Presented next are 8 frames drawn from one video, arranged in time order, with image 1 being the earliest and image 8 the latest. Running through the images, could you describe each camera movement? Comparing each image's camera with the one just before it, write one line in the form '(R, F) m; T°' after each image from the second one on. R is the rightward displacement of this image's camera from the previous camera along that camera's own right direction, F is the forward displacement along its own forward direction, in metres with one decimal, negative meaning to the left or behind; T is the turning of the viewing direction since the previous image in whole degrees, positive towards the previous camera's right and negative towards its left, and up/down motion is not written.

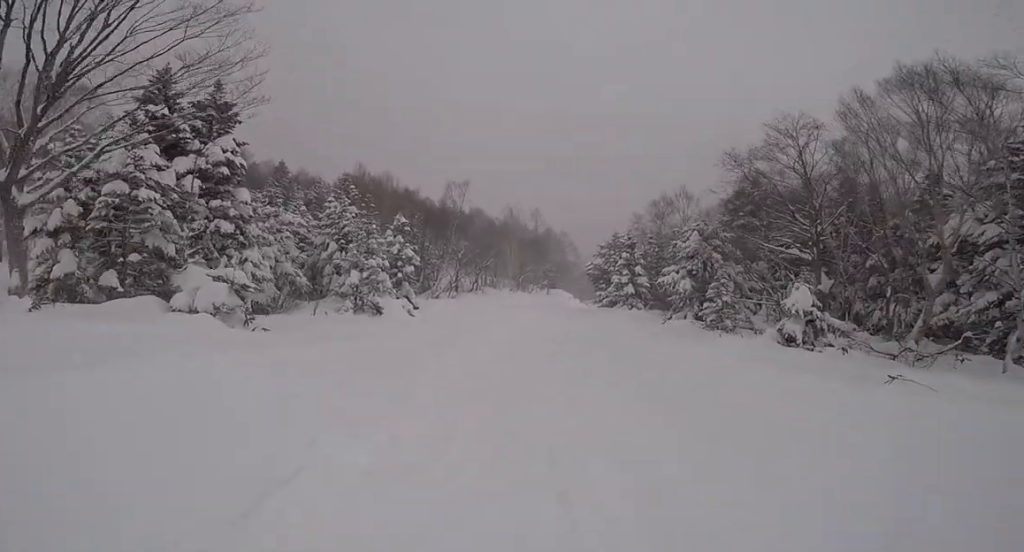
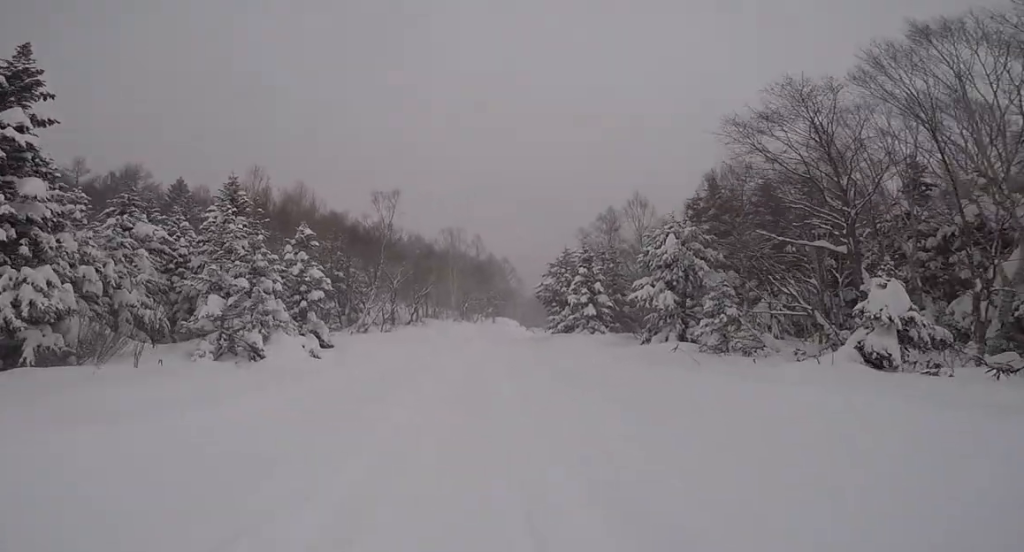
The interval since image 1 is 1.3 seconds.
(+0.1, +6.3) m; +16°
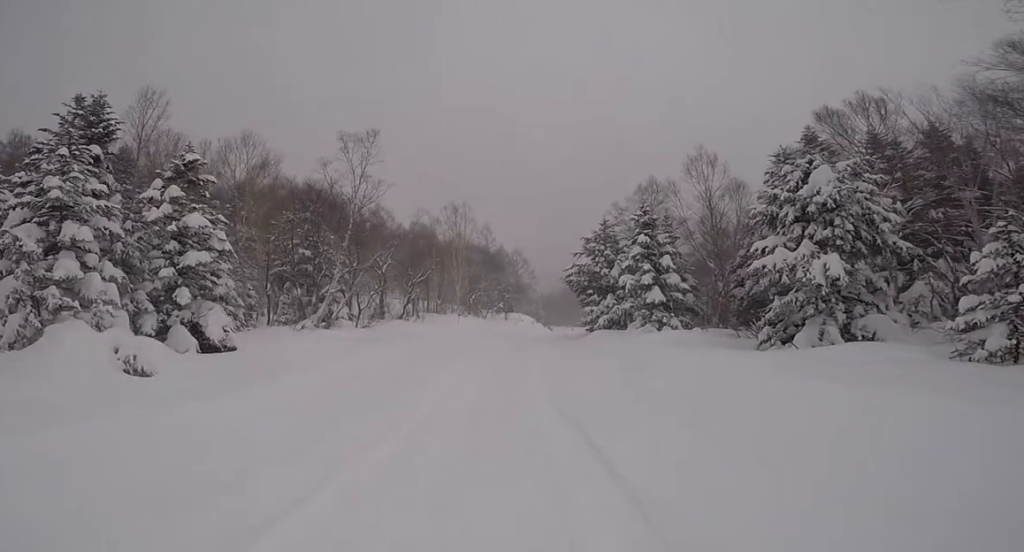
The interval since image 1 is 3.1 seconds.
(+0.3, +9.2) m; -12°
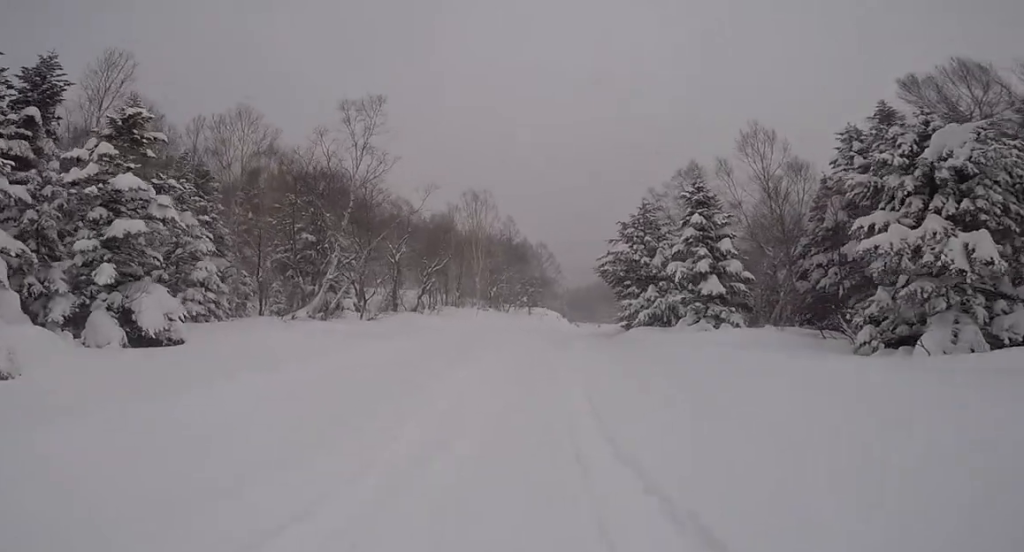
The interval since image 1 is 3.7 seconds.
(-0.2, +2.9) m; -4°
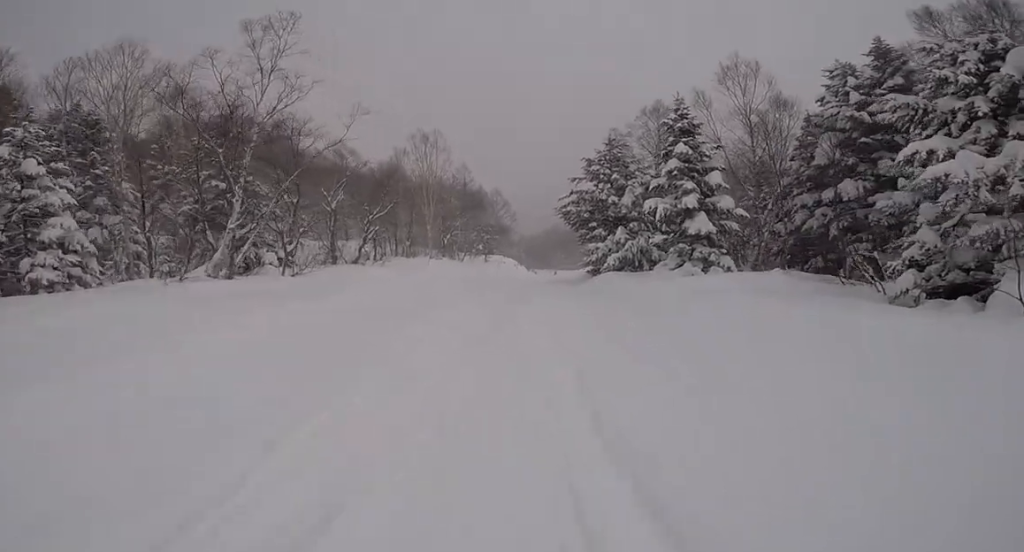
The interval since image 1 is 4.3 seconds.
(0.0, +3.0) m; 0°
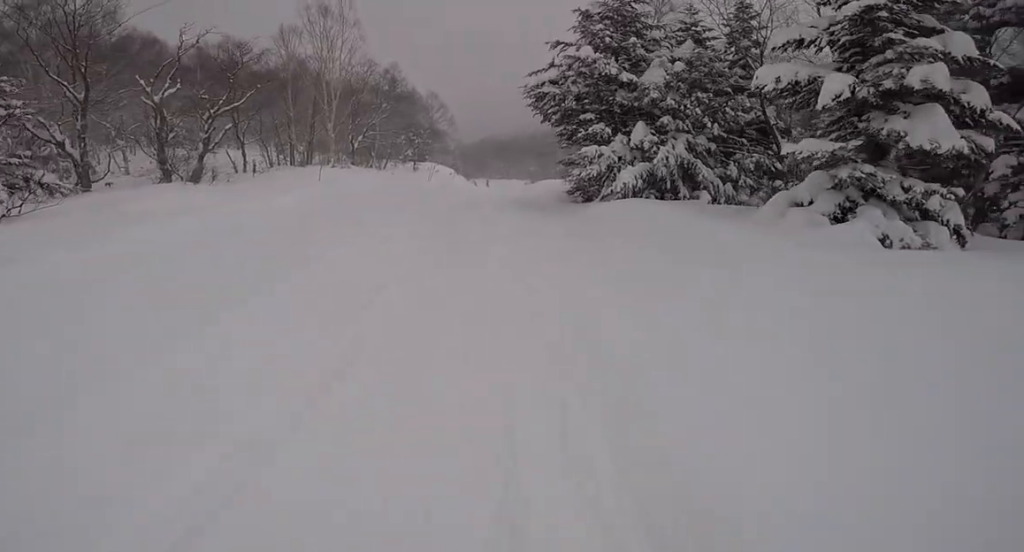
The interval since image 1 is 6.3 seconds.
(0.0, +8.3) m; 0°
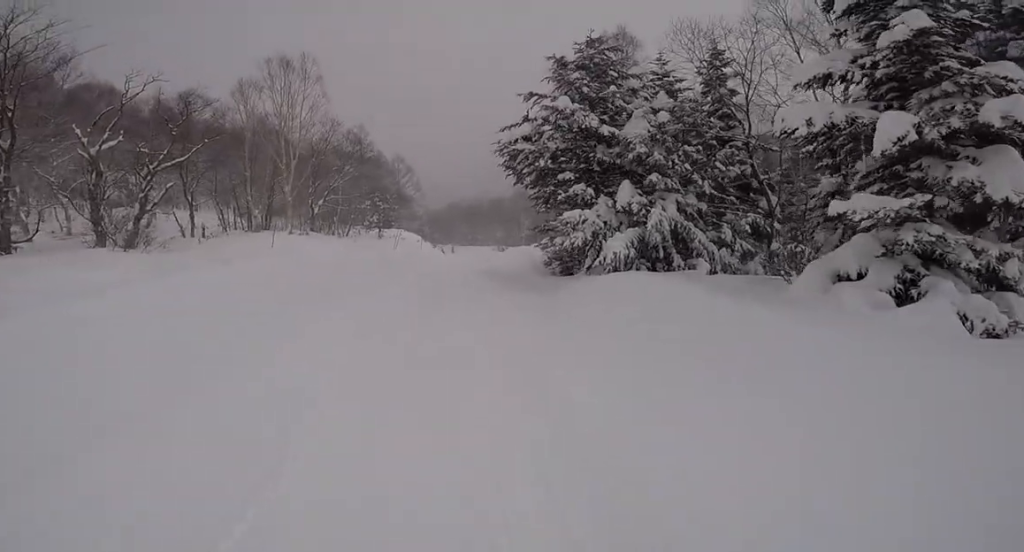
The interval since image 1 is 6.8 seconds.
(0.0, +1.8) m; +2°
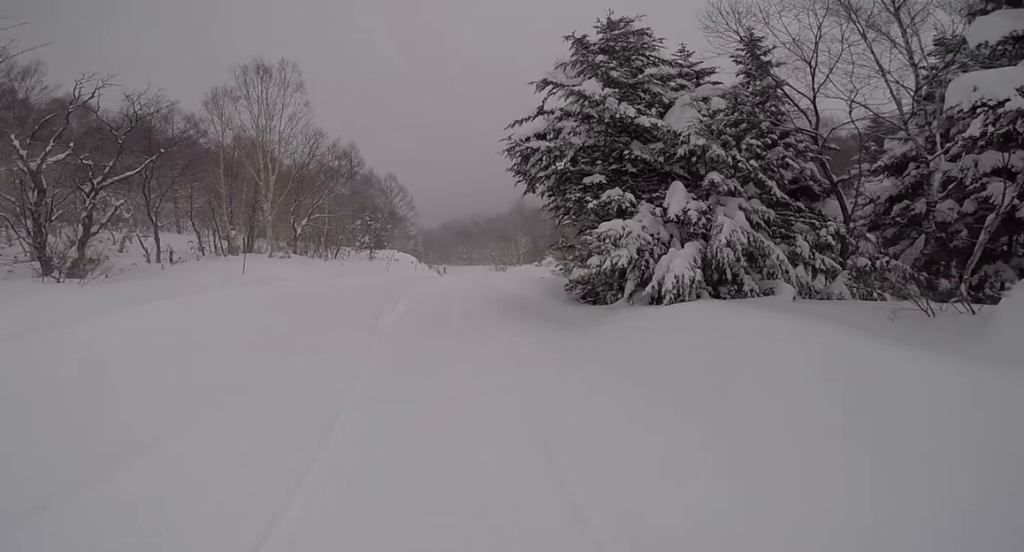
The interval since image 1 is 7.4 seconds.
(0.0, +2.5) m; +5°
